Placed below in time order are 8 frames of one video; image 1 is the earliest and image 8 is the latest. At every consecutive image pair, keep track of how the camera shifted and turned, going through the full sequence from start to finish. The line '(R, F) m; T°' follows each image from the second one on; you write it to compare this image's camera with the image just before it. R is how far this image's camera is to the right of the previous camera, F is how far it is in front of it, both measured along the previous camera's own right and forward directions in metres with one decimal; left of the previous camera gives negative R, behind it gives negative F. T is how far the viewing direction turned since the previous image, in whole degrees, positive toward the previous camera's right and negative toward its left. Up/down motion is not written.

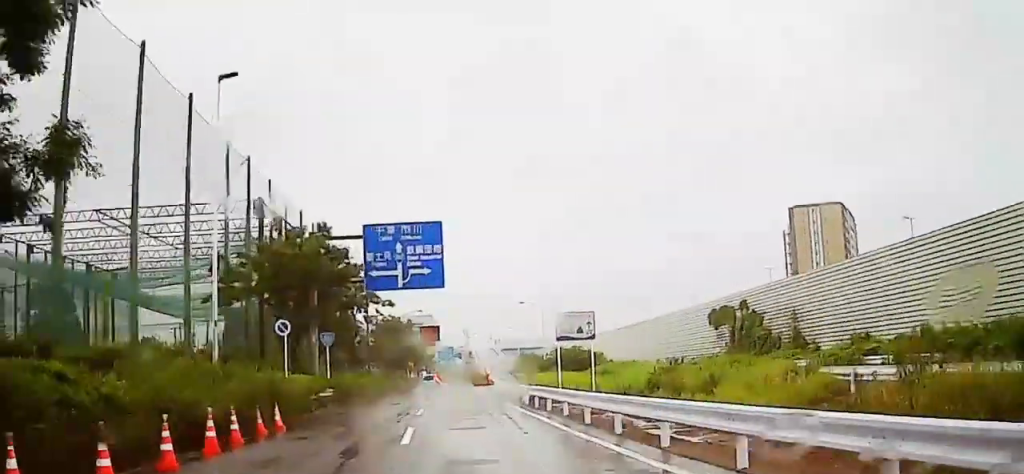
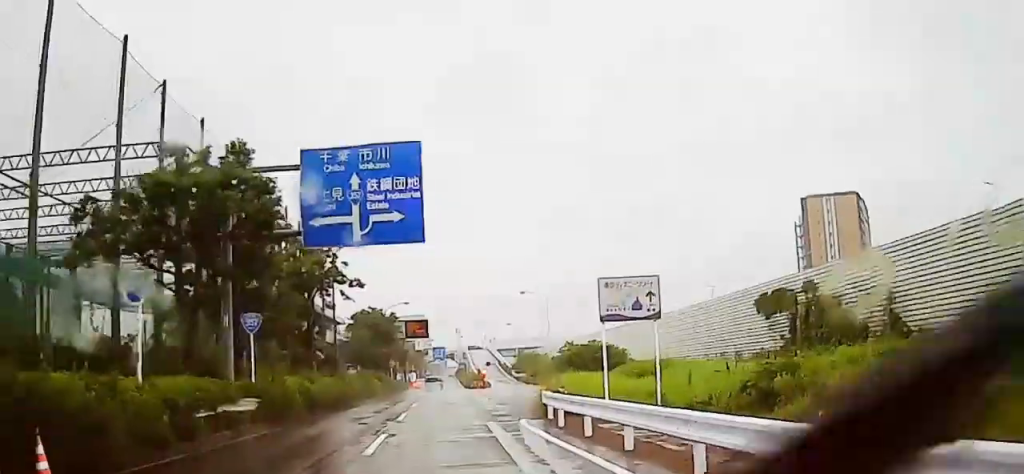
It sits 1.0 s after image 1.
(0.0, +14.6) m; 0°
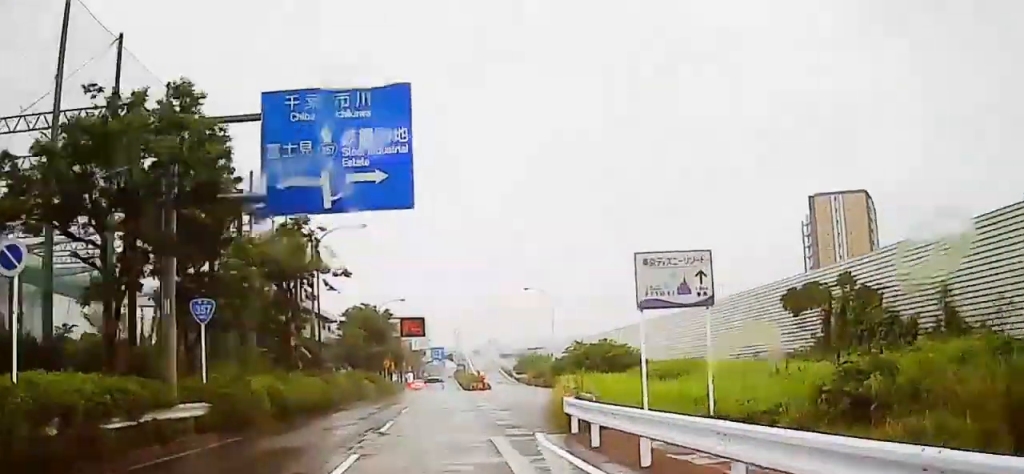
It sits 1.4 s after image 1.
(0.0, +5.8) m; 0°
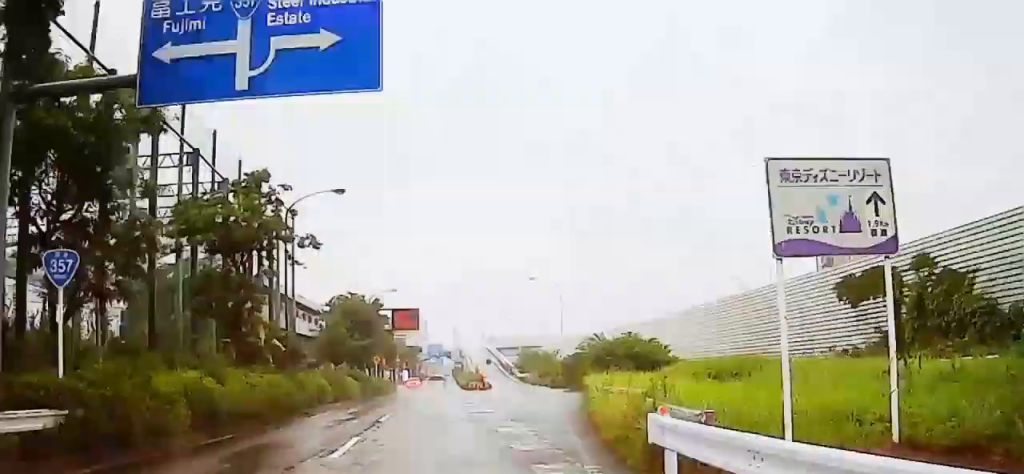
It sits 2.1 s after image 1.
(+0.1, +10.2) m; +1°
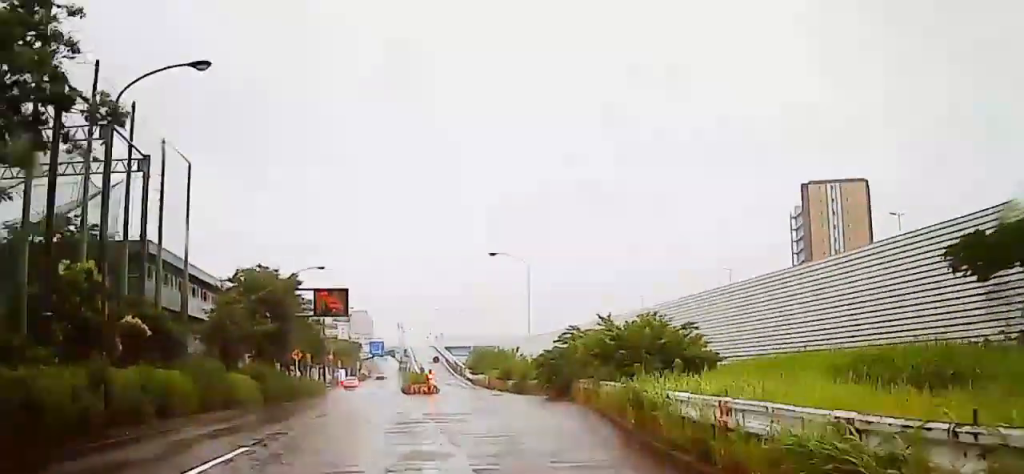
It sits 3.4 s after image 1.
(+0.3, +21.8) m; +1°
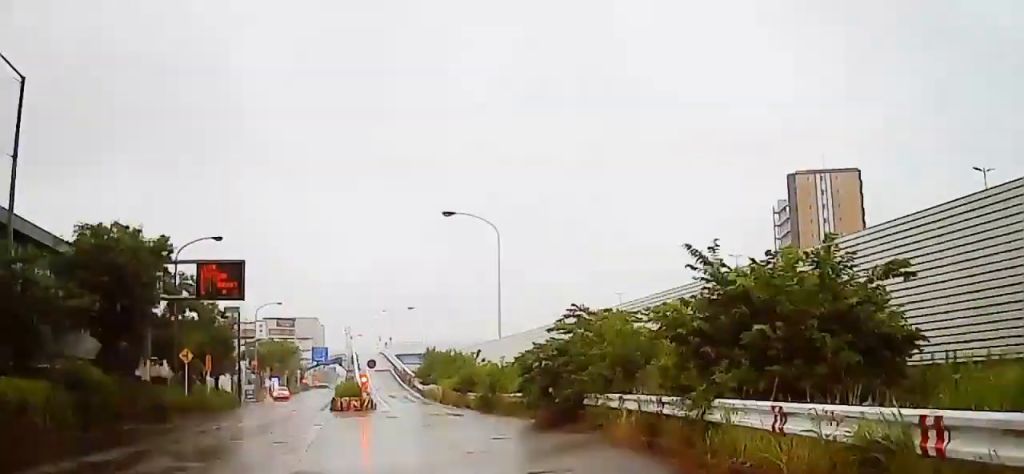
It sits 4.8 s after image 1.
(+0.1, +24.6) m; +1°
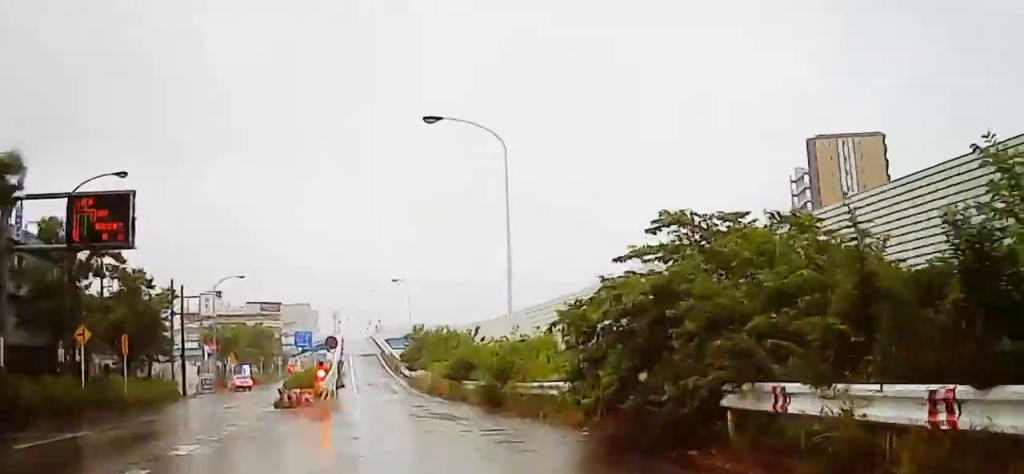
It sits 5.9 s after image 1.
(+0.3, +17.7) m; +2°
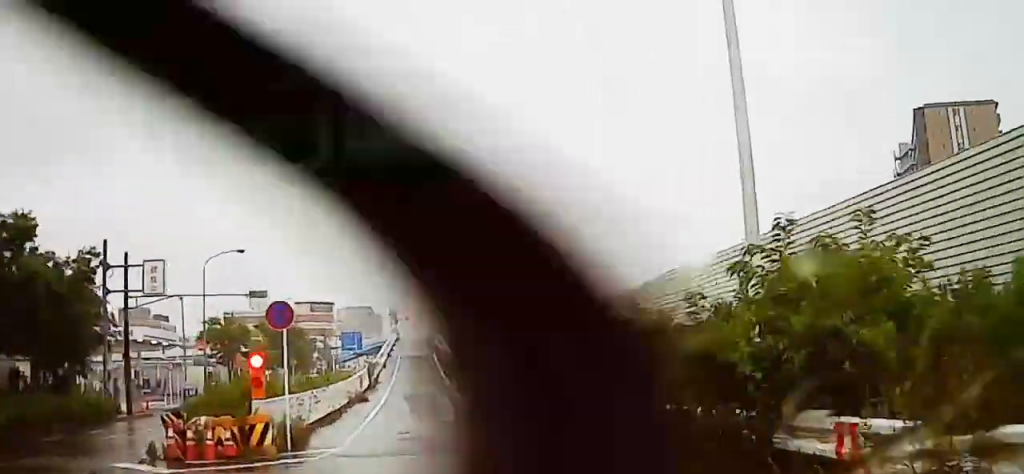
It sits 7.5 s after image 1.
(+0.2, +21.6) m; -1°
